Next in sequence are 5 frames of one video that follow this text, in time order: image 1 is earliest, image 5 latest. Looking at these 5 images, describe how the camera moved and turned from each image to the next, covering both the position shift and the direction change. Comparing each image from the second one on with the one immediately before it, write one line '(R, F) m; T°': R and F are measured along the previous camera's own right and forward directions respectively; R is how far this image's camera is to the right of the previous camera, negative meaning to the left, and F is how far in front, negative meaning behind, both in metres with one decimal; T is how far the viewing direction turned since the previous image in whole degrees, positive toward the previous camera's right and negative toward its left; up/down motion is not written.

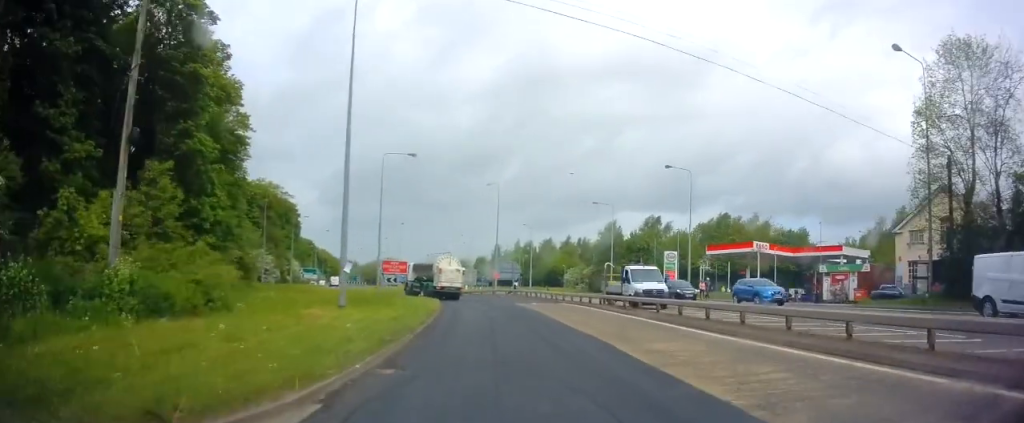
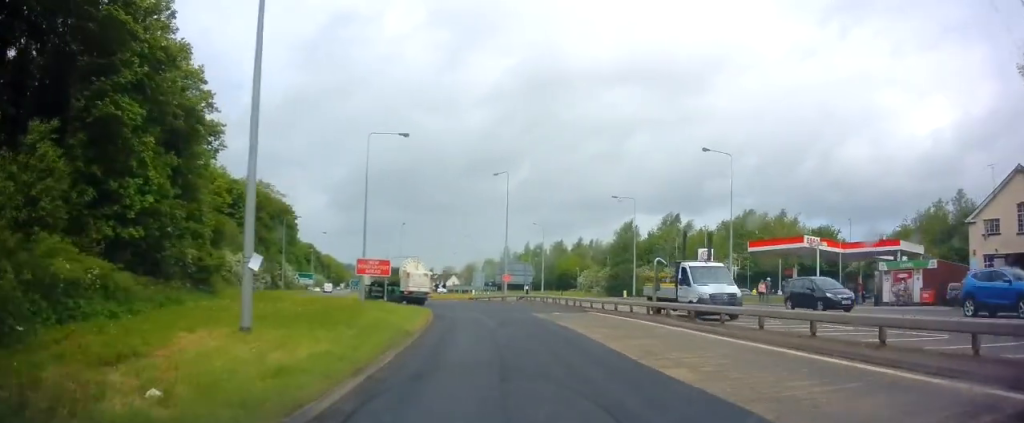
(0.0, +8.4) m; 0°
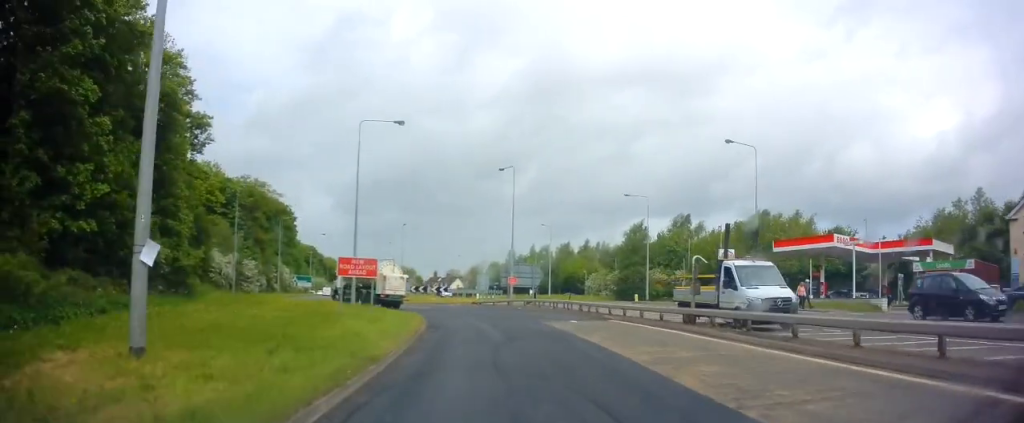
(+0.2, +4.0) m; 0°
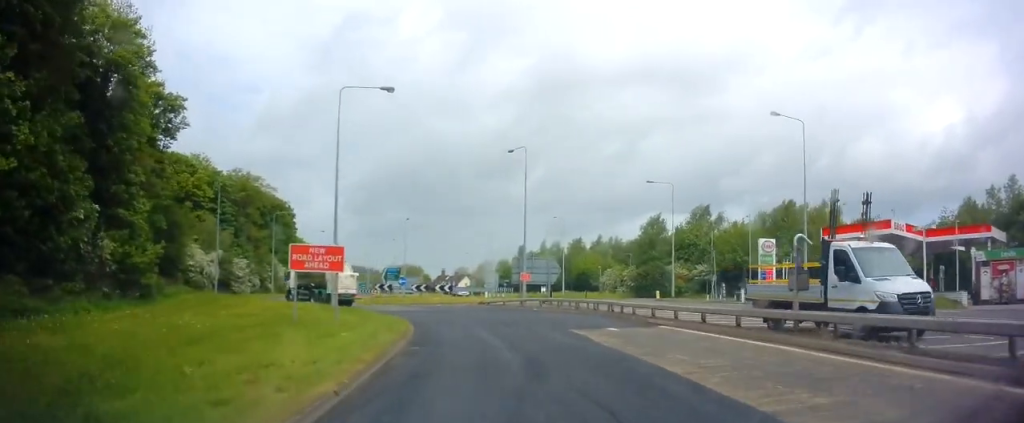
(-0.2, +6.3) m; -3°
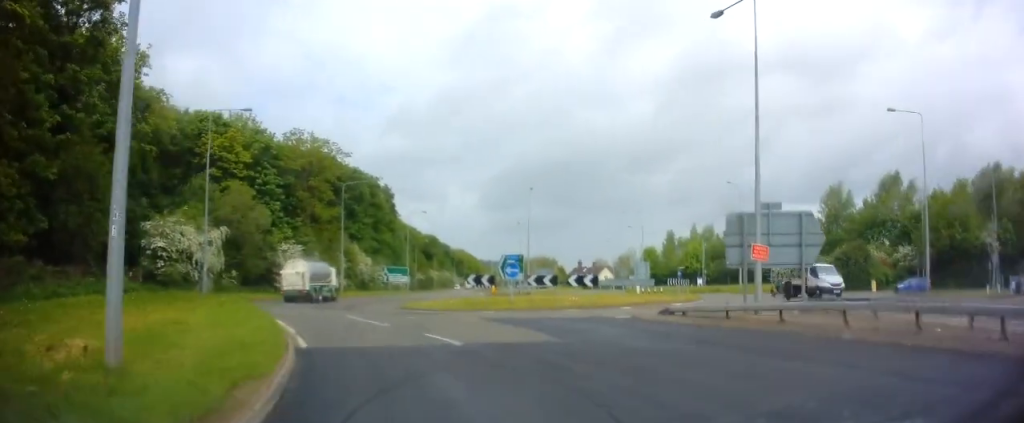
(-2.4, +23.2) m; -15°
